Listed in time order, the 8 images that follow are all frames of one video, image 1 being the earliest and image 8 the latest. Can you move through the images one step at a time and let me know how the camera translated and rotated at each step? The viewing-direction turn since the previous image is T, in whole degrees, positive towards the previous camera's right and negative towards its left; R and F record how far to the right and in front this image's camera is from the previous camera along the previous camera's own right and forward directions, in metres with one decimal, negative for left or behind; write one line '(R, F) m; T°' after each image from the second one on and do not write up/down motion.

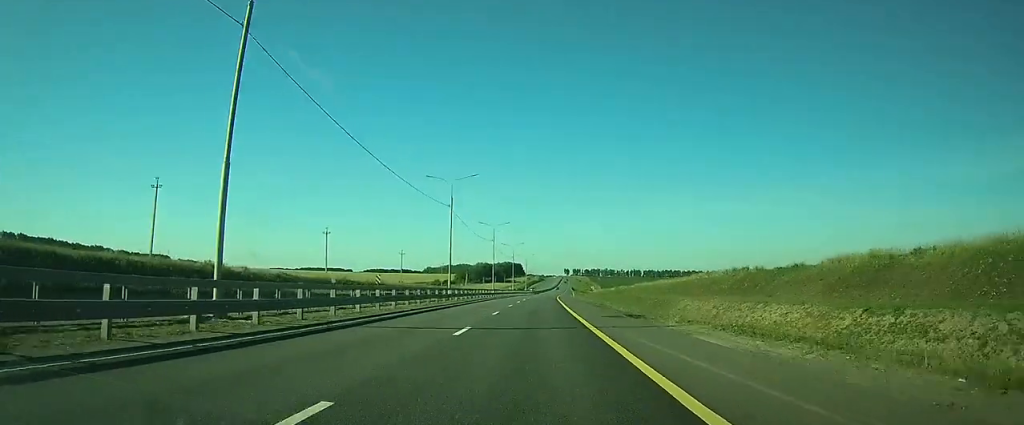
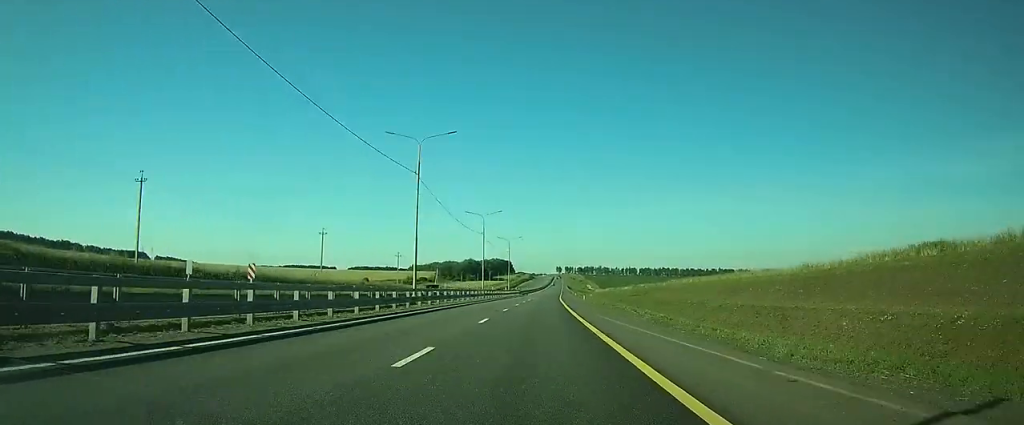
(+0.8, +53.8) m; +1°
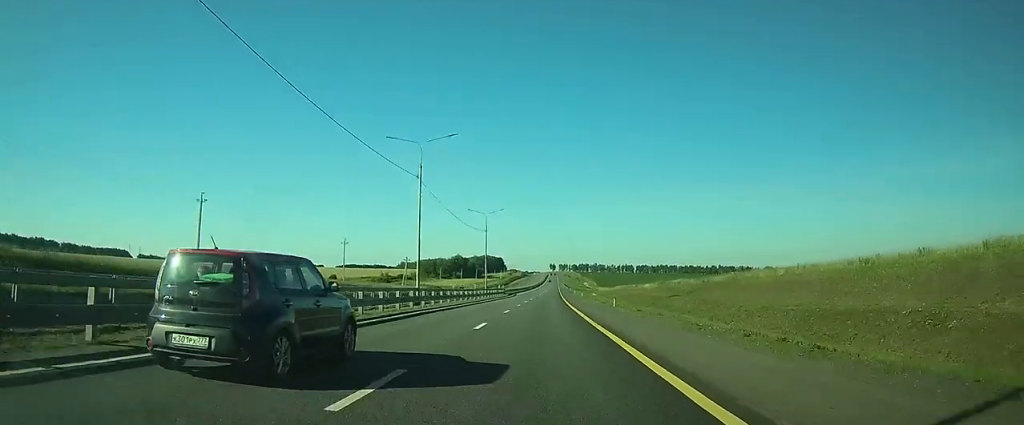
(+0.1, +39.0) m; +1°
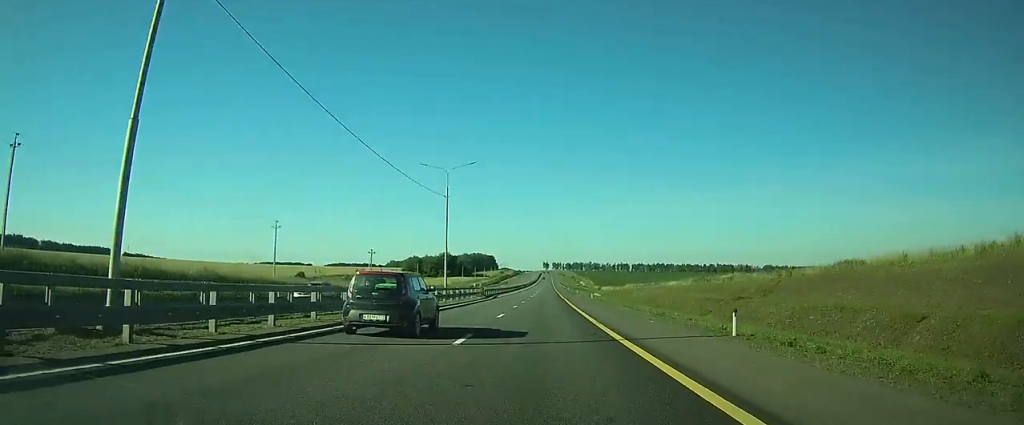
(+0.2, +29.0) m; +1°
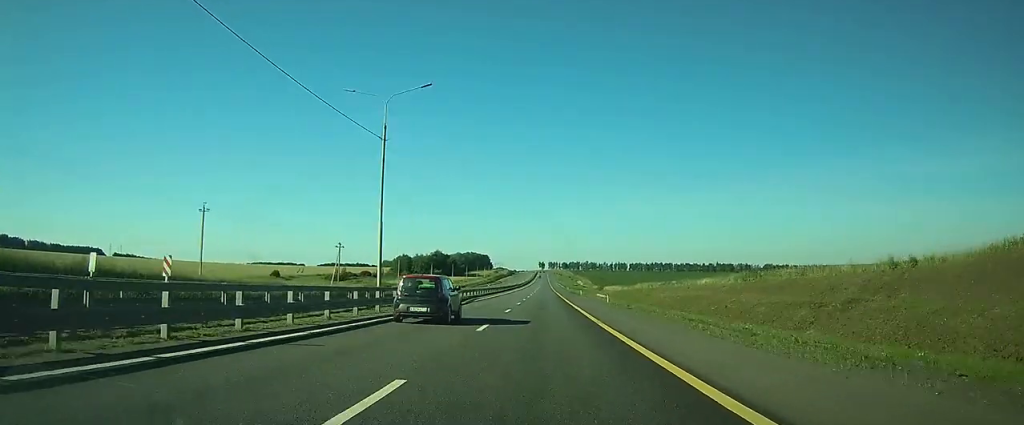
(+0.1, +19.8) m; 0°
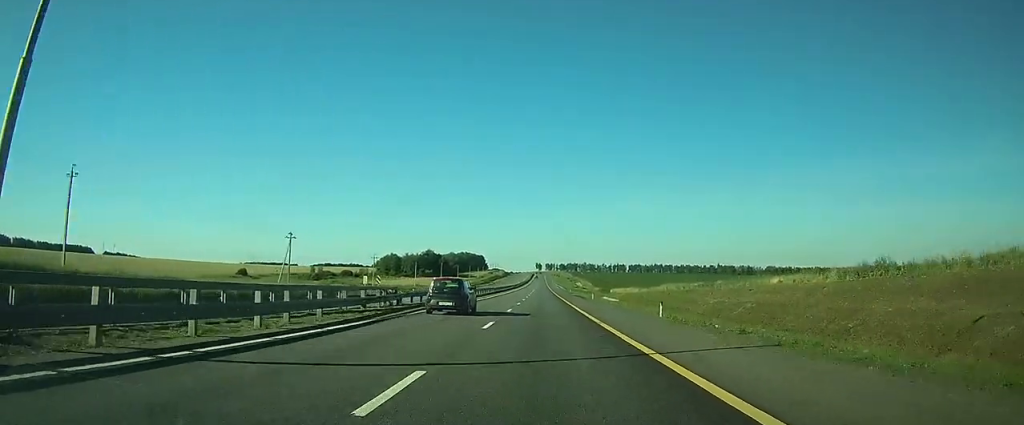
(+0.1, +23.1) m; 0°
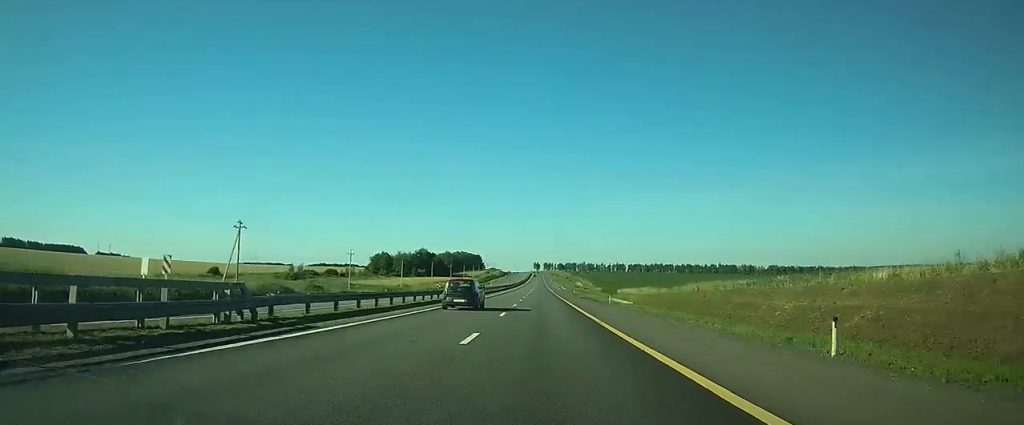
(0.0, +16.9) m; 0°
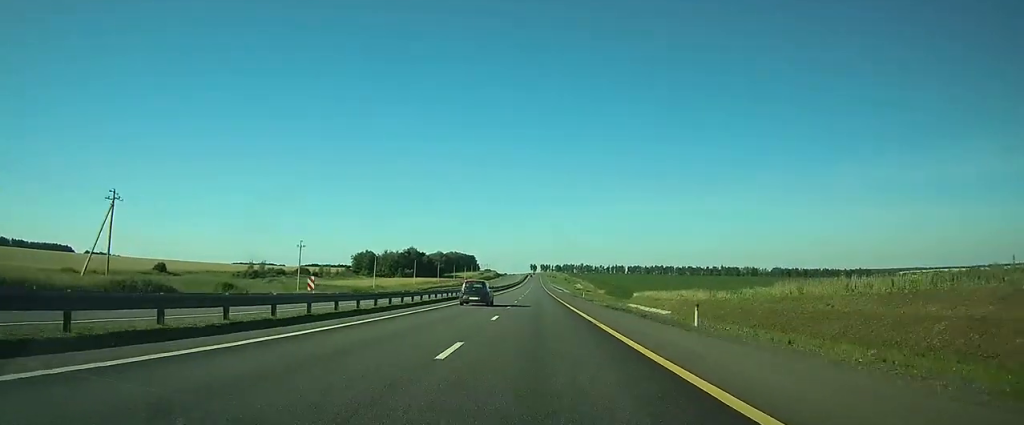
(+0.1, +26.6) m; 0°
